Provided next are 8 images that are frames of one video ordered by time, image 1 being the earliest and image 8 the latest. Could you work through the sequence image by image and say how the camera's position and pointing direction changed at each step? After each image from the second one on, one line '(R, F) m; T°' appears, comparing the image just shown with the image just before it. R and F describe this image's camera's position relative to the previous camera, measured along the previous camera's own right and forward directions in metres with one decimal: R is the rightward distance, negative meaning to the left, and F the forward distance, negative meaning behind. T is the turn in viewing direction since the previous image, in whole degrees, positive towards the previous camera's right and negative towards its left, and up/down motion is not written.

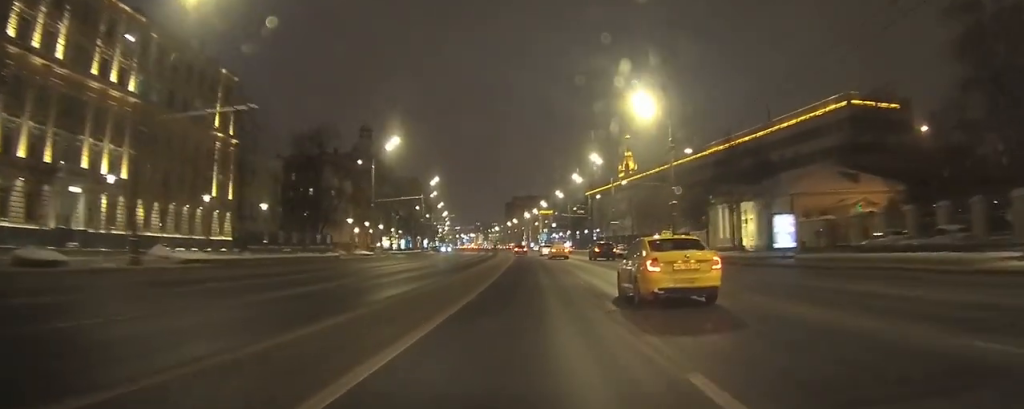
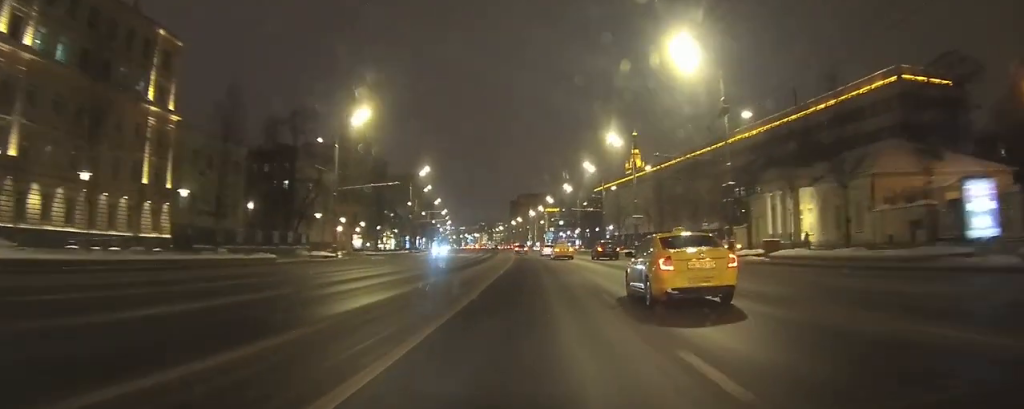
(0.0, +10.4) m; +1°
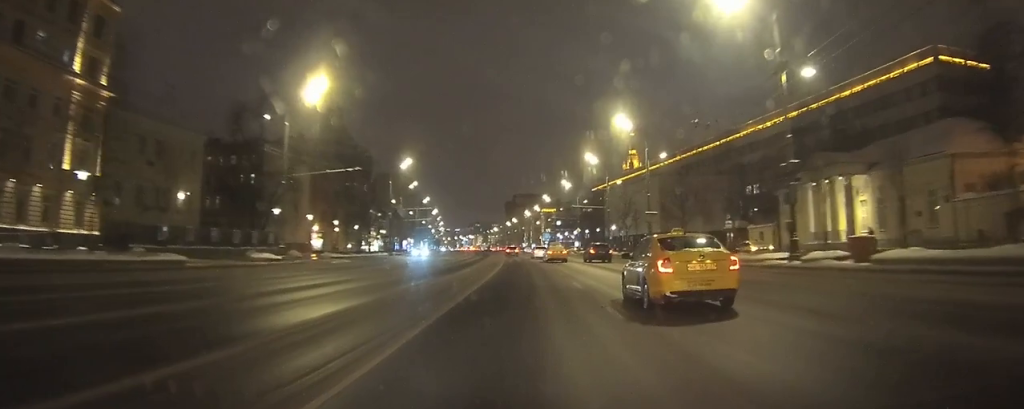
(+0.1, +8.3) m; 0°
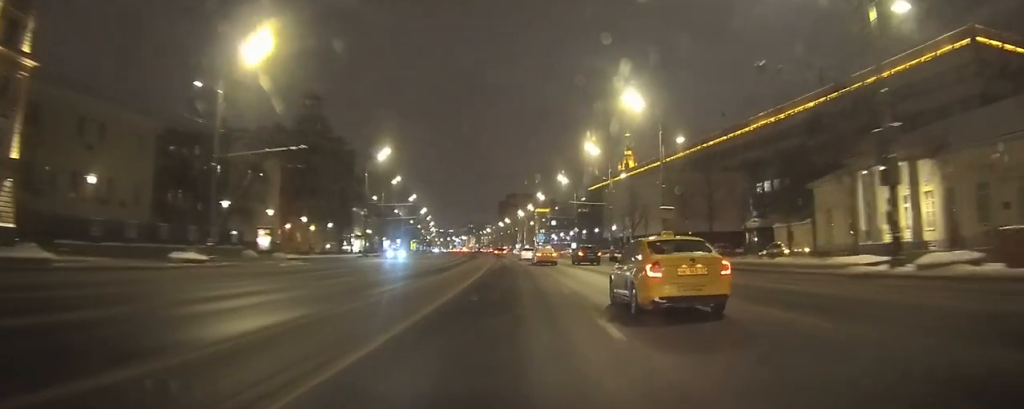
(0.0, +7.8) m; 0°
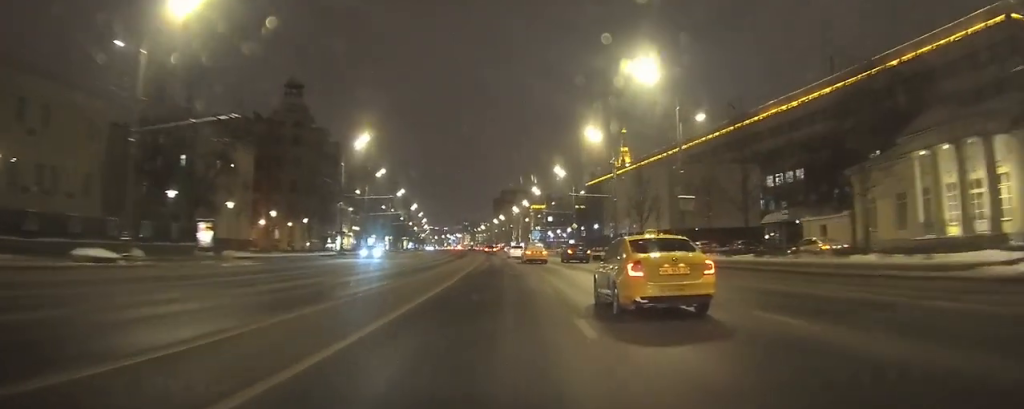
(0.0, +6.9) m; -1°
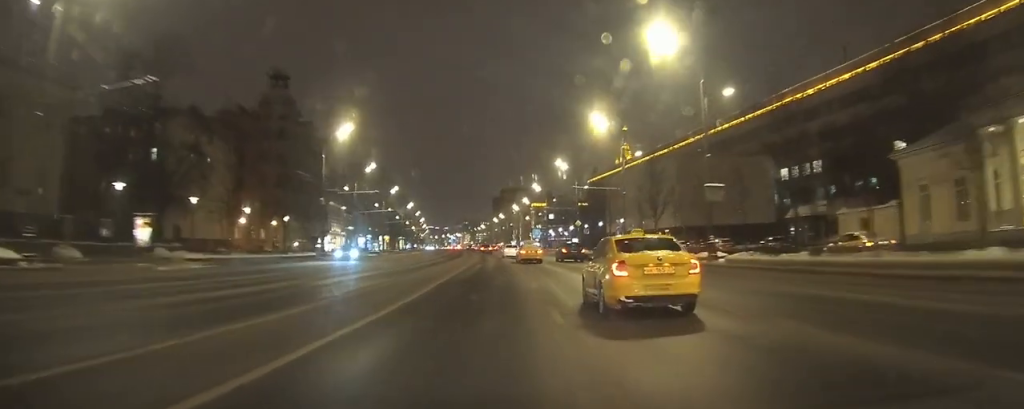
(0.0, +6.0) m; -1°
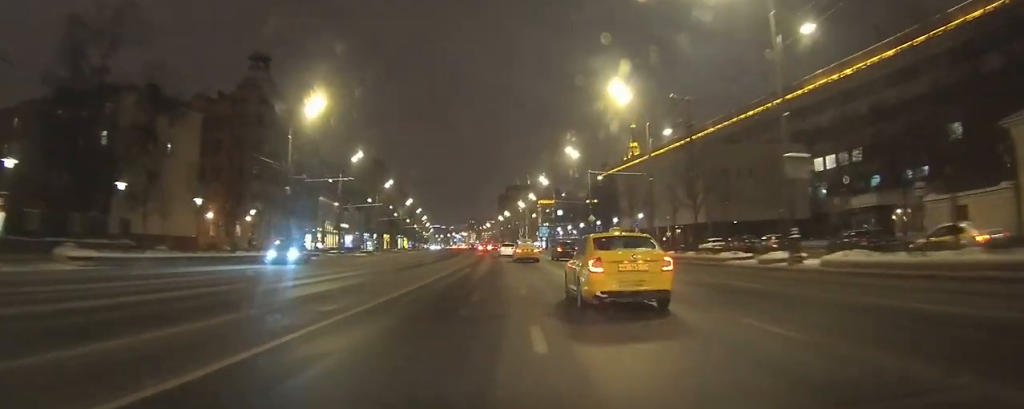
(-0.1, +10.4) m; -1°
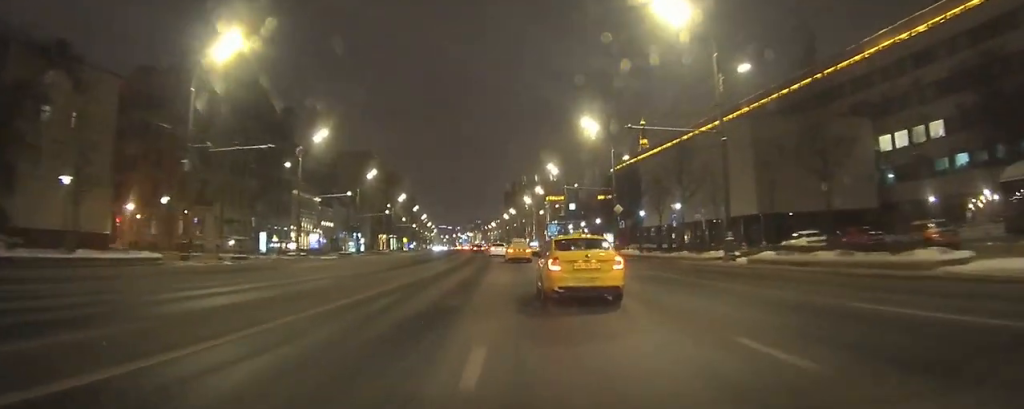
(-0.1, +17.6) m; -1°
